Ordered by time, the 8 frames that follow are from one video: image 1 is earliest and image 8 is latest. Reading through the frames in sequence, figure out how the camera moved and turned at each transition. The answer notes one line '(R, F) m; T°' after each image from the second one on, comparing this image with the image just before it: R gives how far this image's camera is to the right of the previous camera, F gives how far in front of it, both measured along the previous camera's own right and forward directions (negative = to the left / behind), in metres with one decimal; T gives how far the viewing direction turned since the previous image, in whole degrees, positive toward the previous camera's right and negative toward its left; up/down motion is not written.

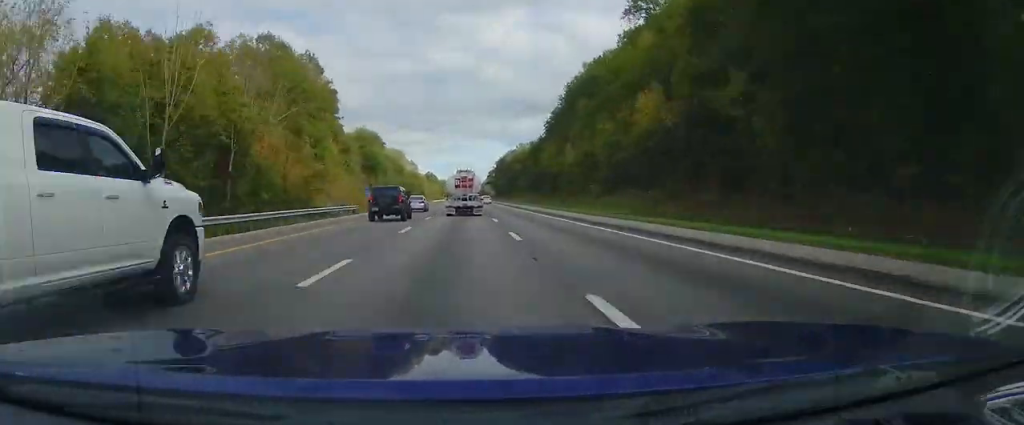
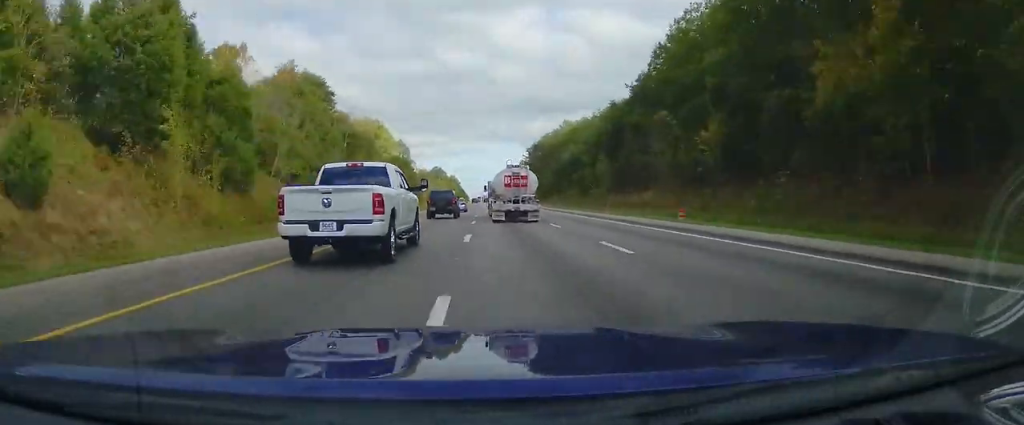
(-0.8, +89.7) m; 0°
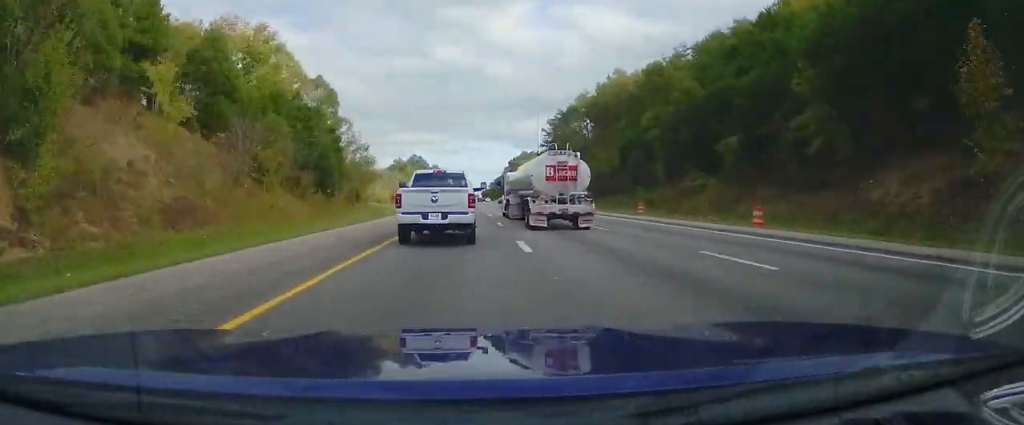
(0.0, +77.0) m; 0°
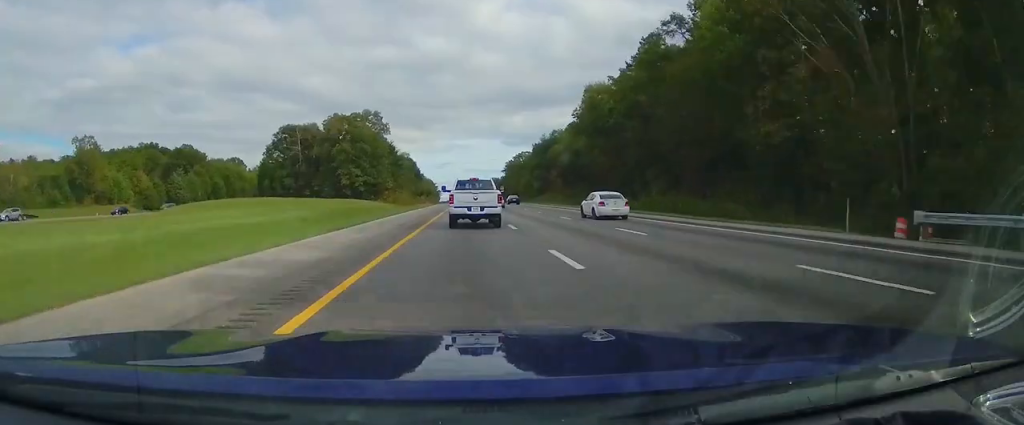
(+4.9, +275.2) m; +2°
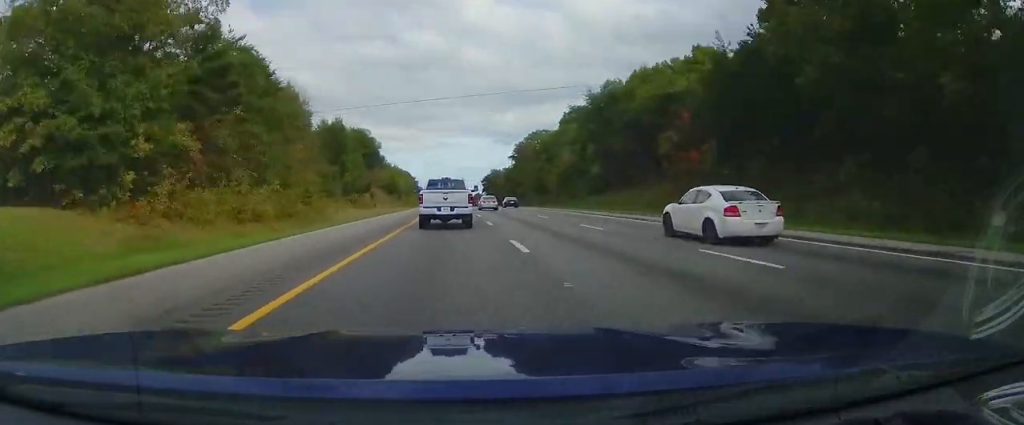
(+0.6, +77.7) m; 0°
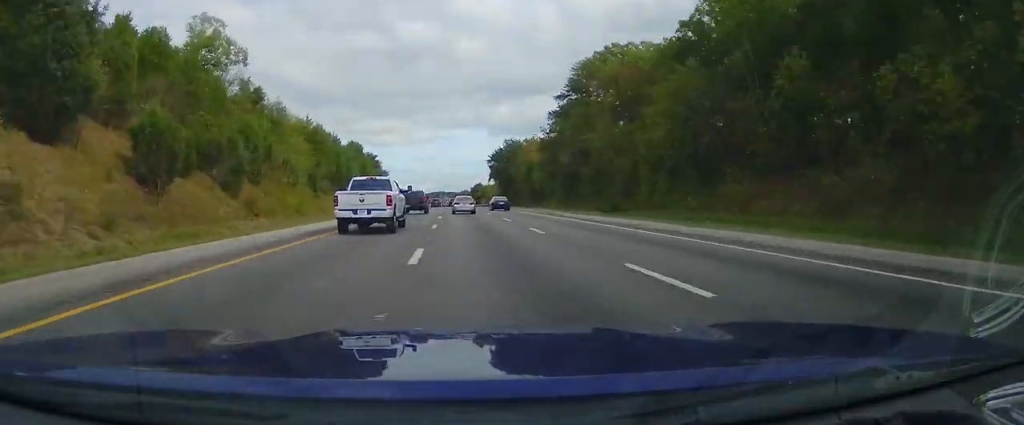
(-1.0, +93.7) m; -1°
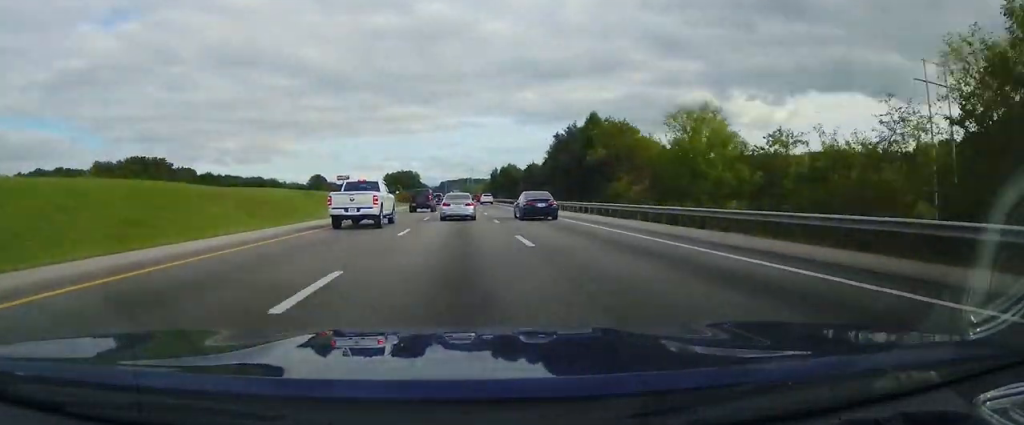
(-3.4, +169.0) m; -2°
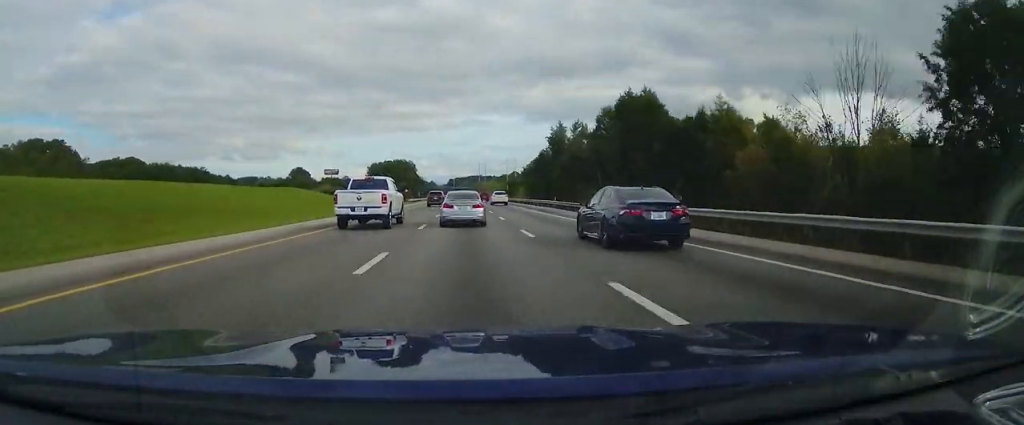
(-0.3, +104.2) m; -1°
